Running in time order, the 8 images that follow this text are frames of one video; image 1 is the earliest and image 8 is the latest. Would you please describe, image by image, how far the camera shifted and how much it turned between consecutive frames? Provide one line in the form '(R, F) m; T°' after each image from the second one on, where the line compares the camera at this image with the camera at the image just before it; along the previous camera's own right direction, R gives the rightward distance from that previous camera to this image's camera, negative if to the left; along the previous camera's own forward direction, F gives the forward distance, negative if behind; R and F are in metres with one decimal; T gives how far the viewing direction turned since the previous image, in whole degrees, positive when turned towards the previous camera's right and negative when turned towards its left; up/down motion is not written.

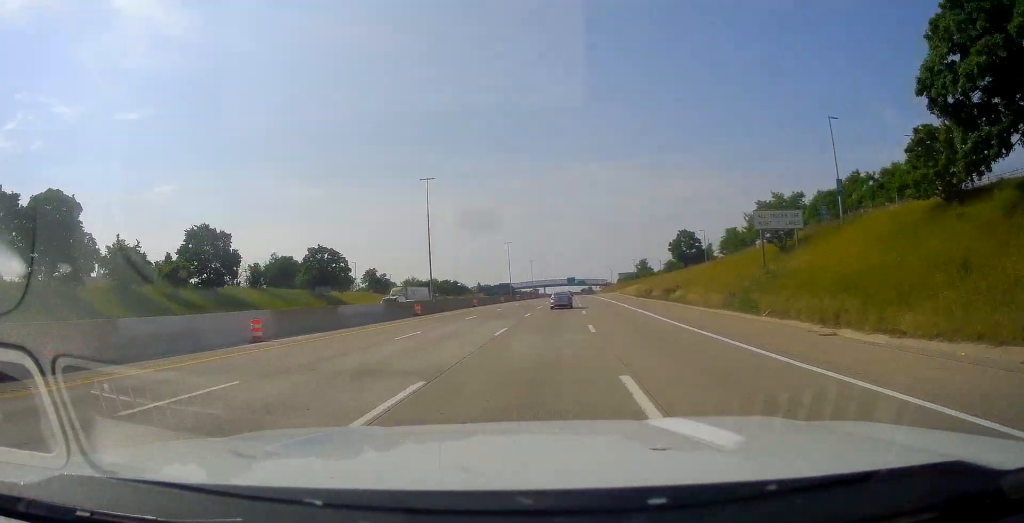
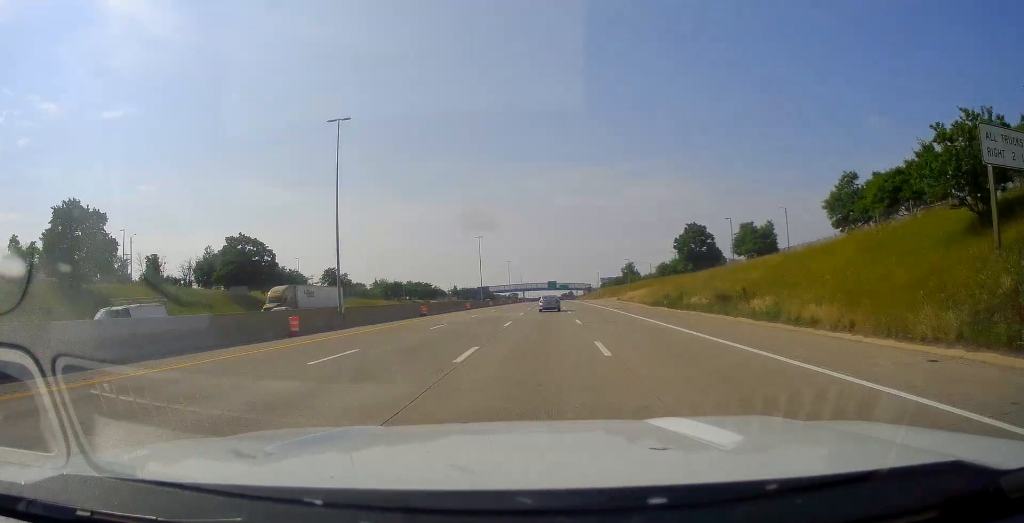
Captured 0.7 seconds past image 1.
(-0.1, +22.8) m; +1°
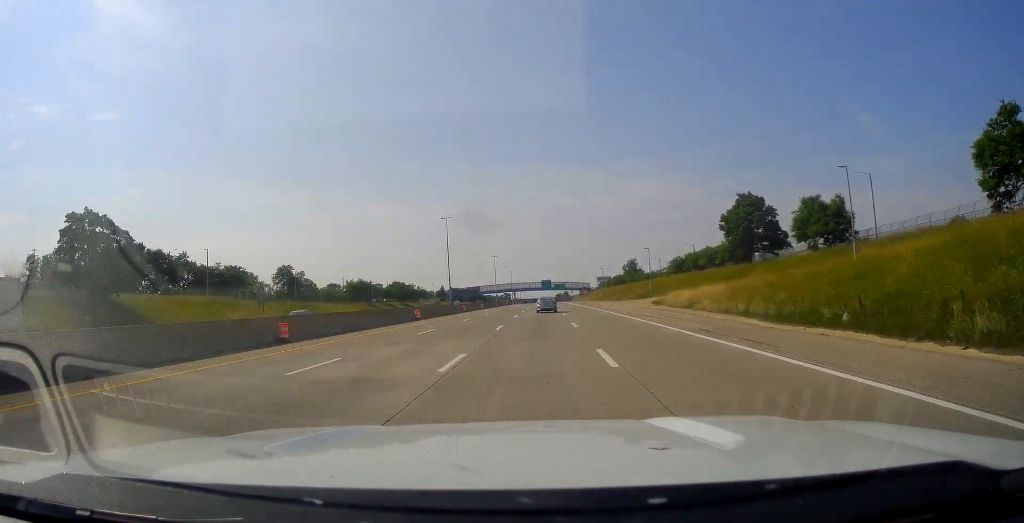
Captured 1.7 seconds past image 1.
(+0.8, +31.7) m; +3°
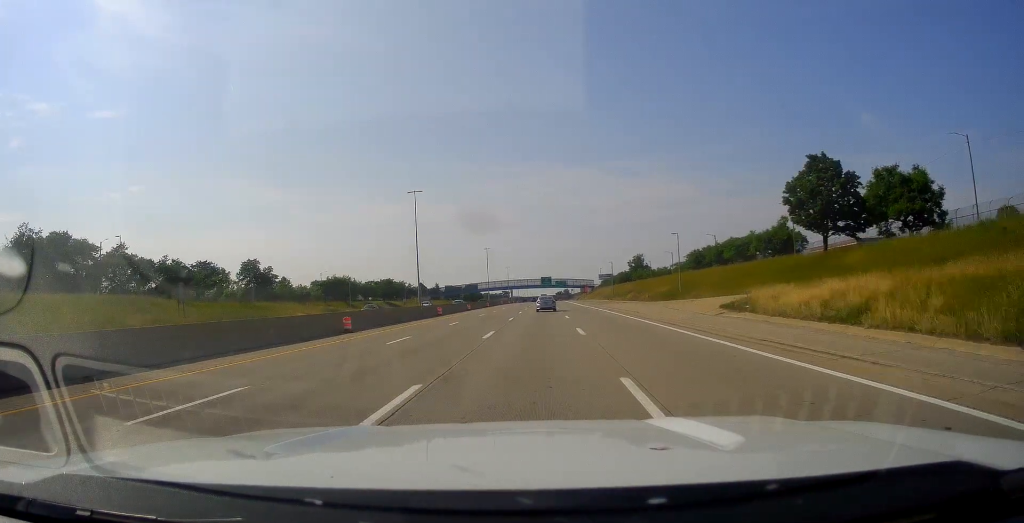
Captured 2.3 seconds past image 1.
(+0.3, +20.9) m; +1°
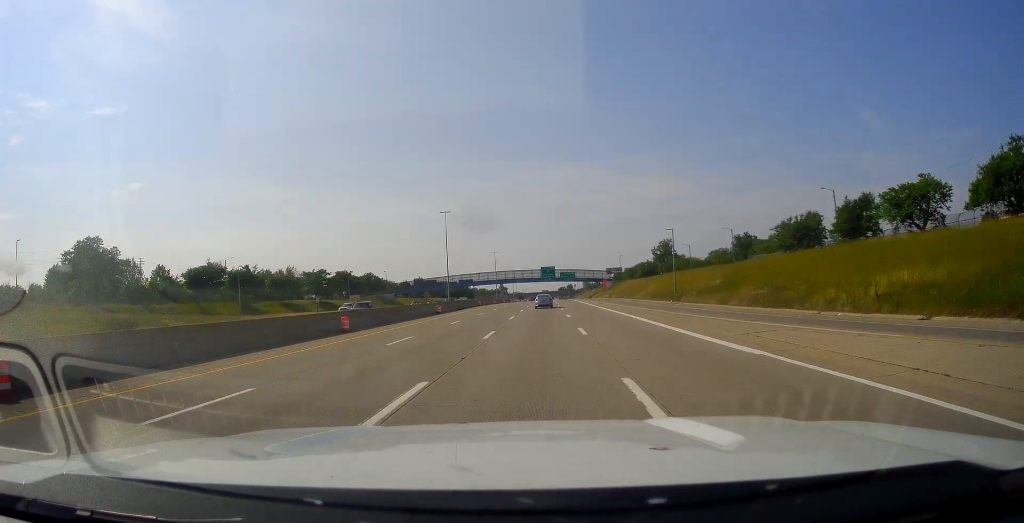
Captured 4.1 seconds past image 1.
(0.0, +61.1) m; 0°
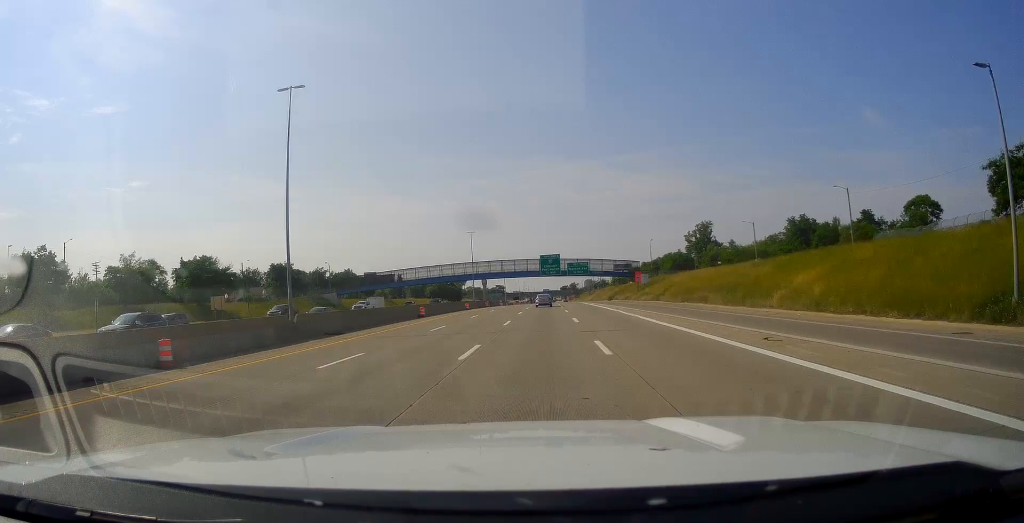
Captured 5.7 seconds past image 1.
(0.0, +52.4) m; 0°
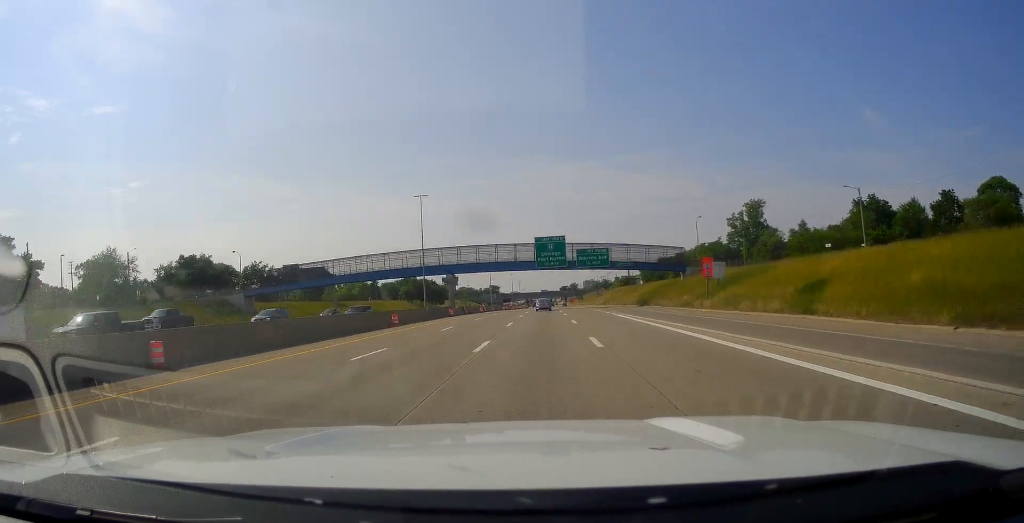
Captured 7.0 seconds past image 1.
(-0.2, +43.1) m; -1°
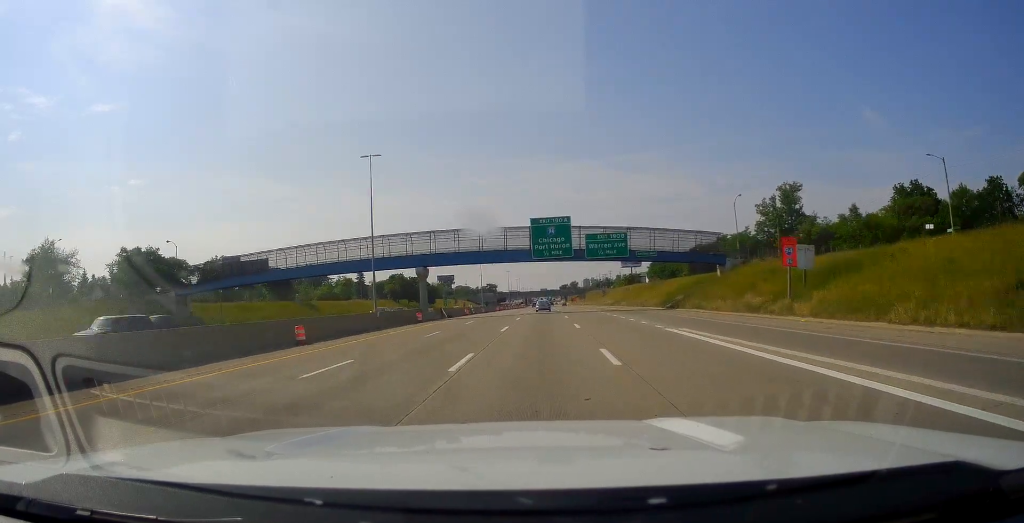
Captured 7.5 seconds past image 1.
(-0.3, +19.5) m; 0°
